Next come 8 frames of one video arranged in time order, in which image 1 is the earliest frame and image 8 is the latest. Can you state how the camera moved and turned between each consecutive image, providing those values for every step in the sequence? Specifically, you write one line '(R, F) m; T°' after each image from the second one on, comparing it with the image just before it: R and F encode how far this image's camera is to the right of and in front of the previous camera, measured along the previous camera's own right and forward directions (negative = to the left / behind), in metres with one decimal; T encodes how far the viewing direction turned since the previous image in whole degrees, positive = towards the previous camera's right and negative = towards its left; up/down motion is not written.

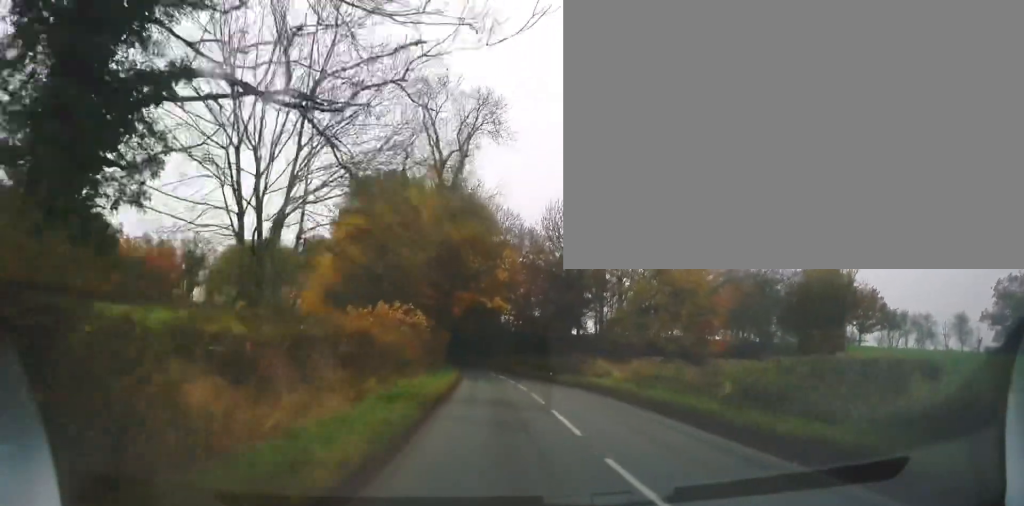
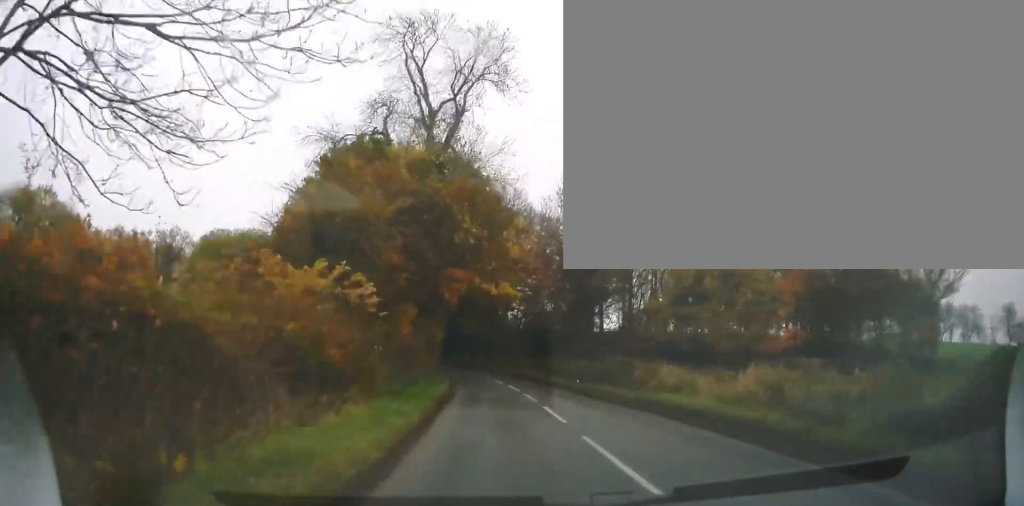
(0.0, +10.4) m; 0°
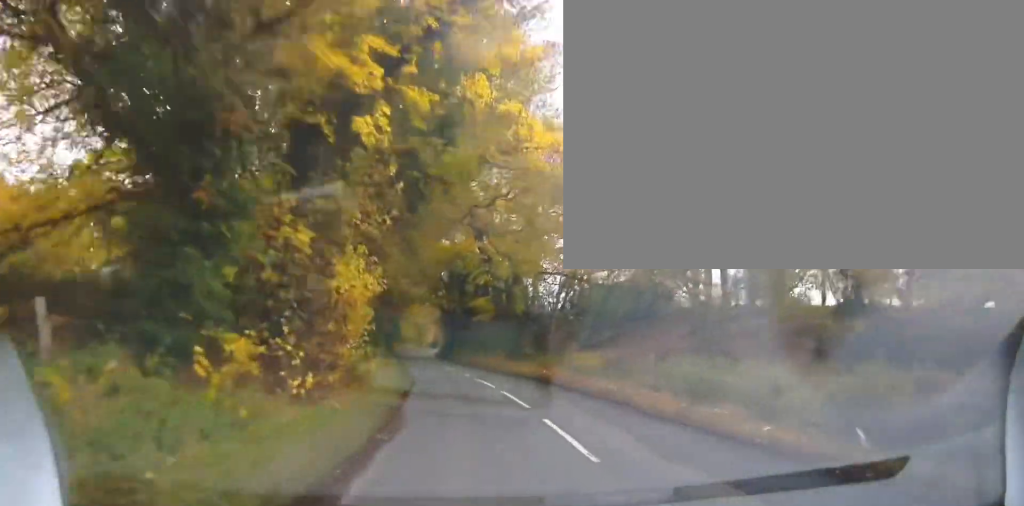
(+0.1, +23.1) m; 0°
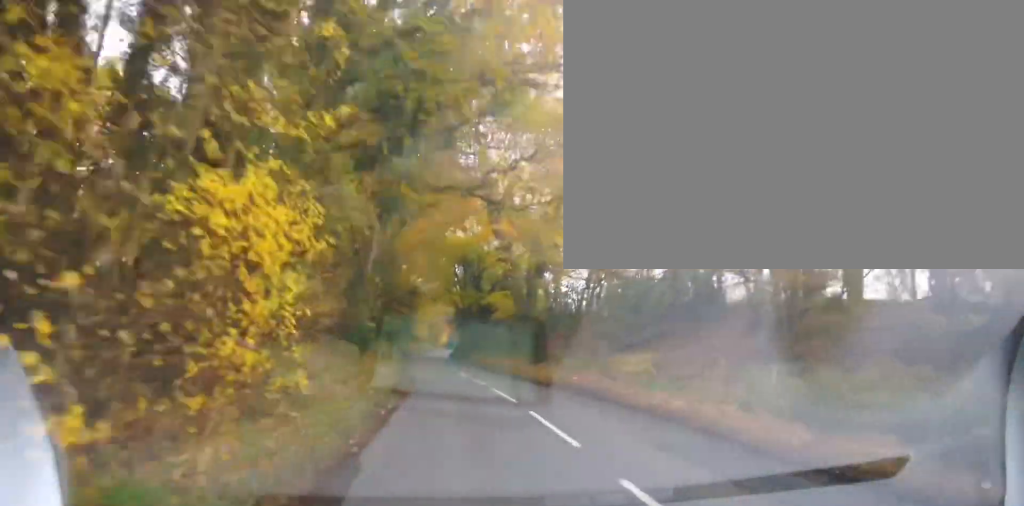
(-0.1, +5.0) m; -2°
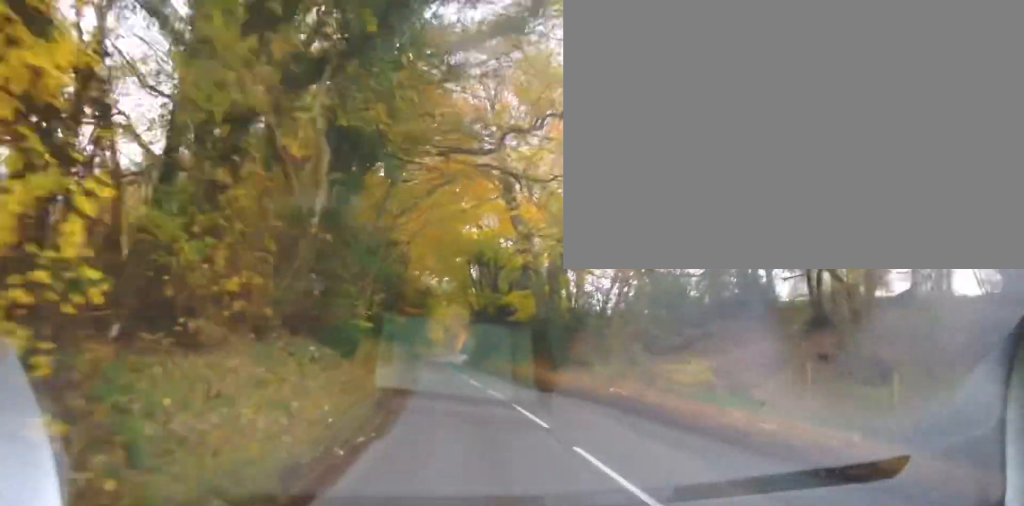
(0.0, +4.3) m; -2°
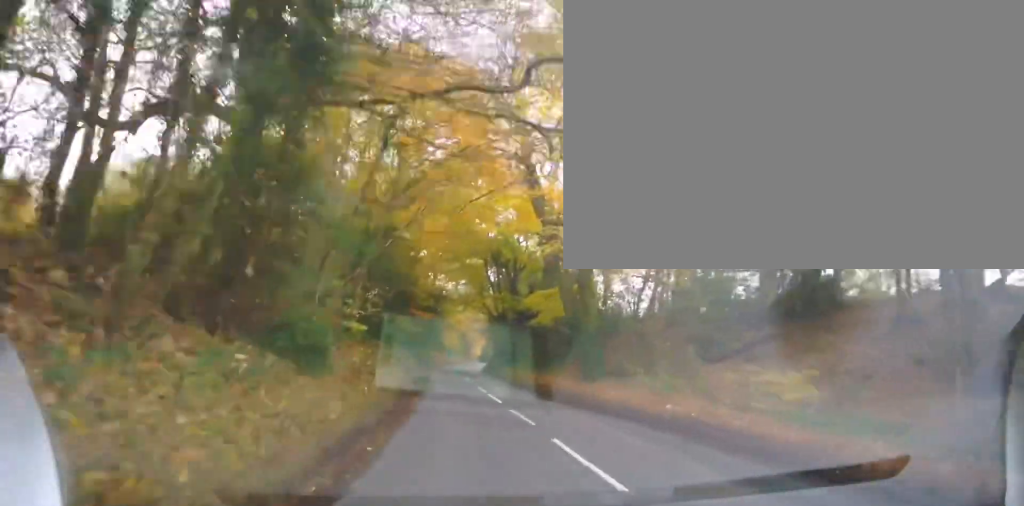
(-0.1, +4.3) m; -2°
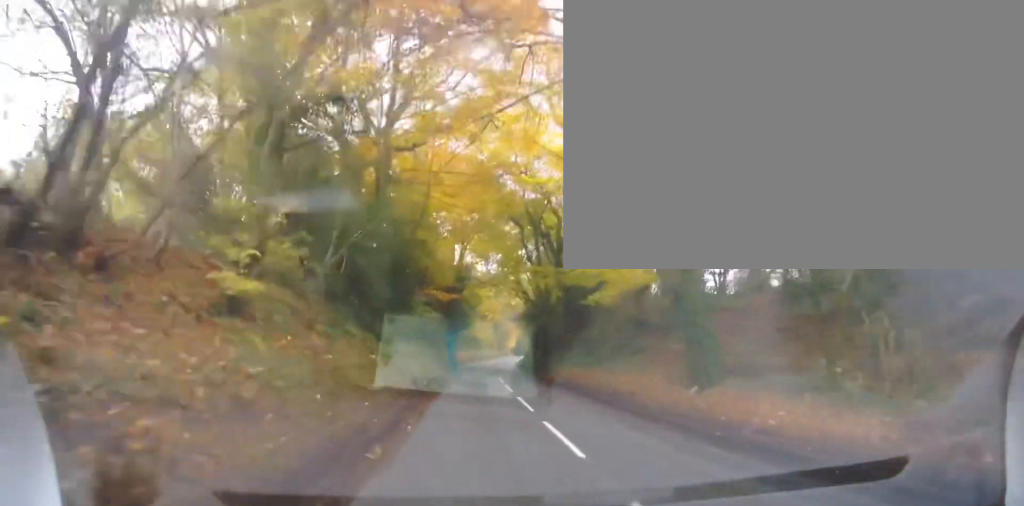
(-0.4, +10.1) m; -1°
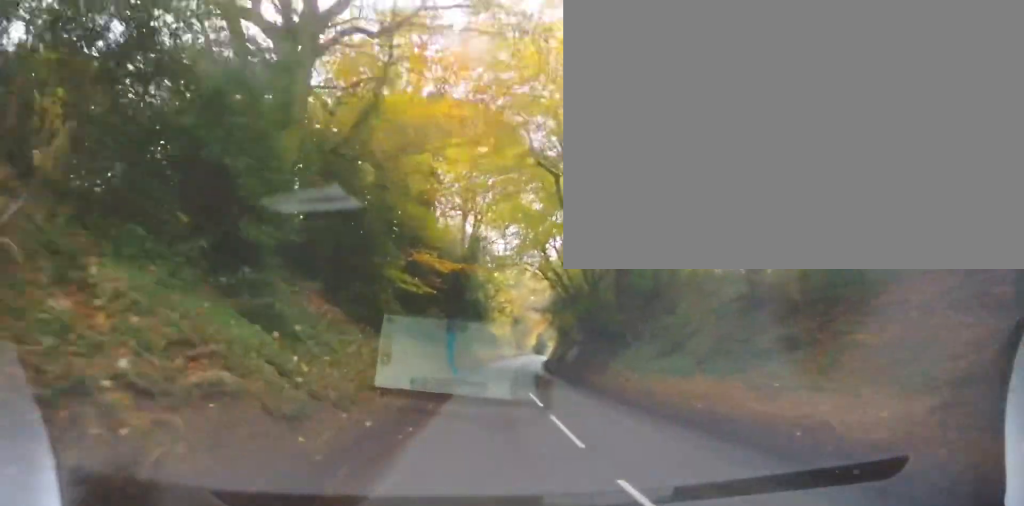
(+0.3, +11.8) m; +1°
